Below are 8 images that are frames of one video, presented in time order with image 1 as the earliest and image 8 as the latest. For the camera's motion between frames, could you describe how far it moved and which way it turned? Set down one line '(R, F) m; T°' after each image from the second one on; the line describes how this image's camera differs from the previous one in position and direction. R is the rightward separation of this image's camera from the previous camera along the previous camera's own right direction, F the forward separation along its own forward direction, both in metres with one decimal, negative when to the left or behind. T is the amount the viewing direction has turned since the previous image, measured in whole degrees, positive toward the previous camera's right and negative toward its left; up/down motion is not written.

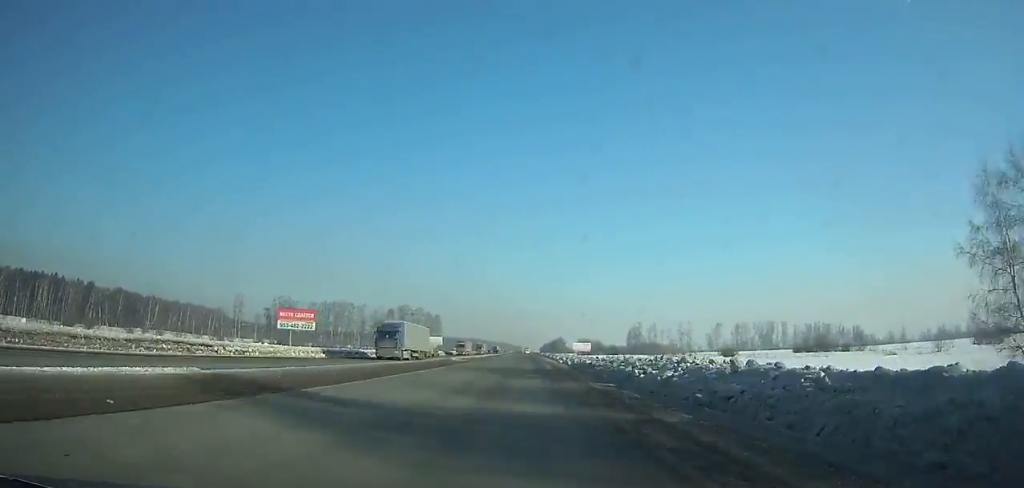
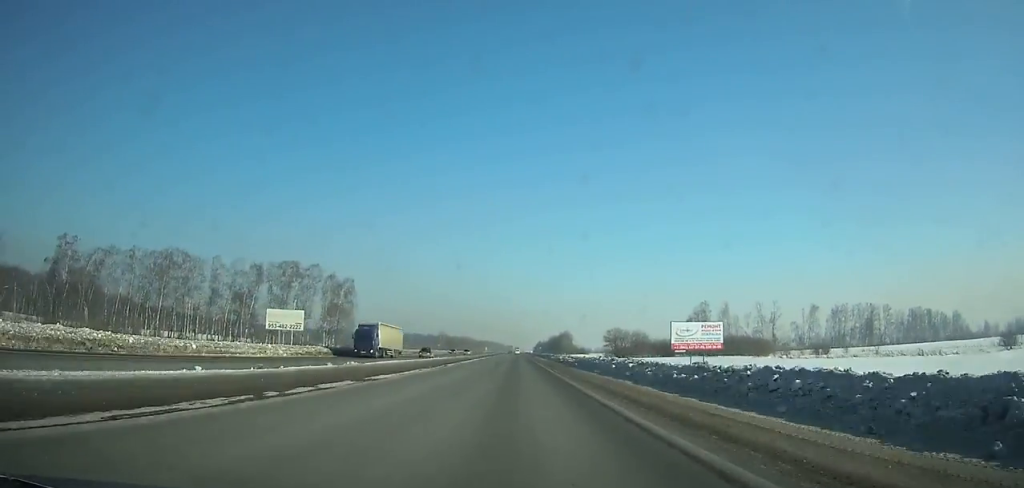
(+0.9, +141.2) m; 0°
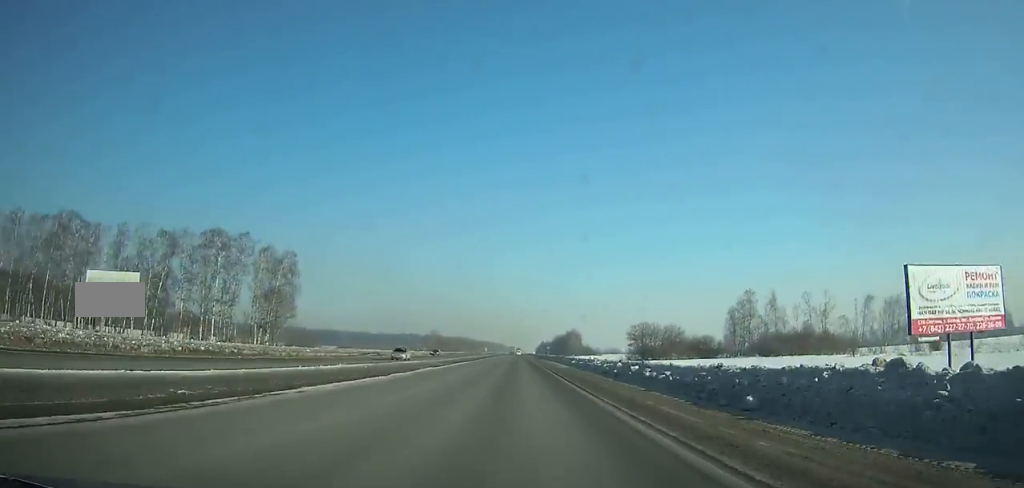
(-0.1, +40.3) m; 0°
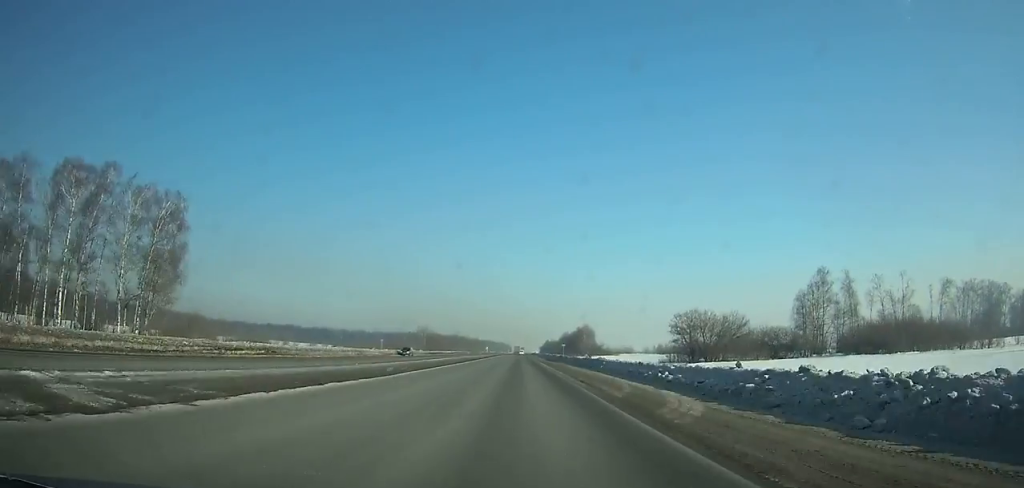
(-0.1, +42.7) m; 0°
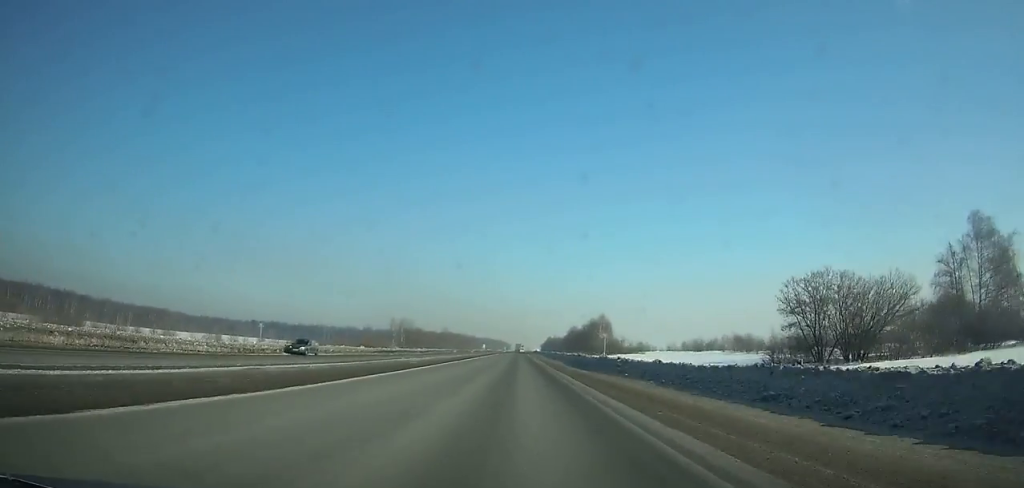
(-0.2, +50.0) m; 0°
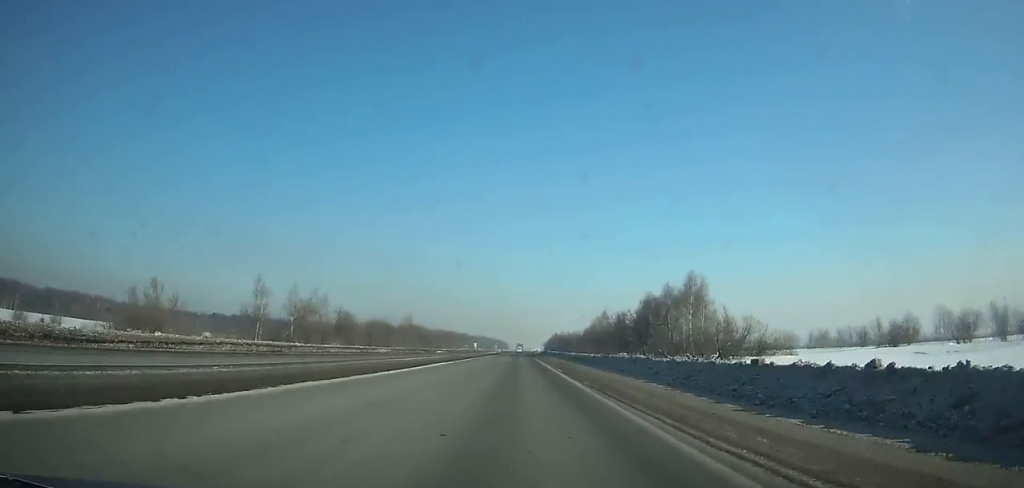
(+0.2, +106.7) m; 0°
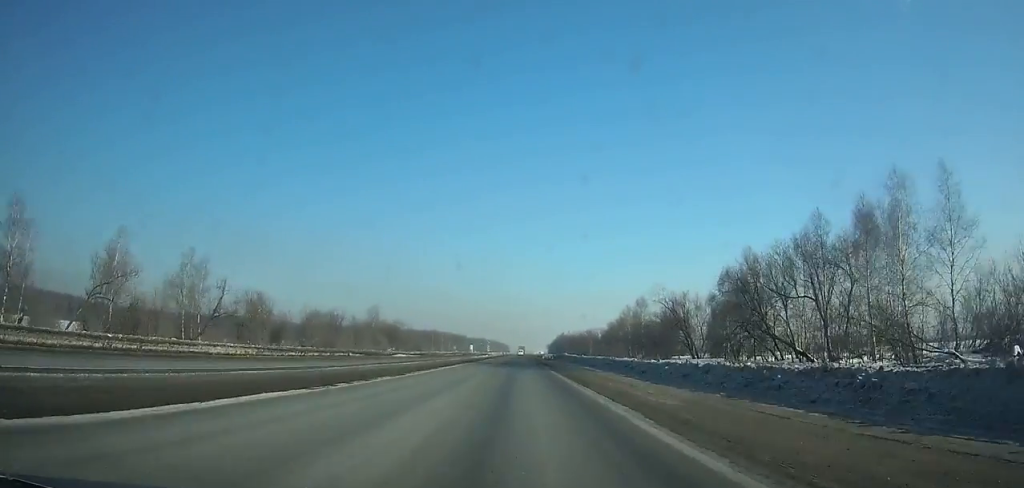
(-0.1, +54.0) m; 0°
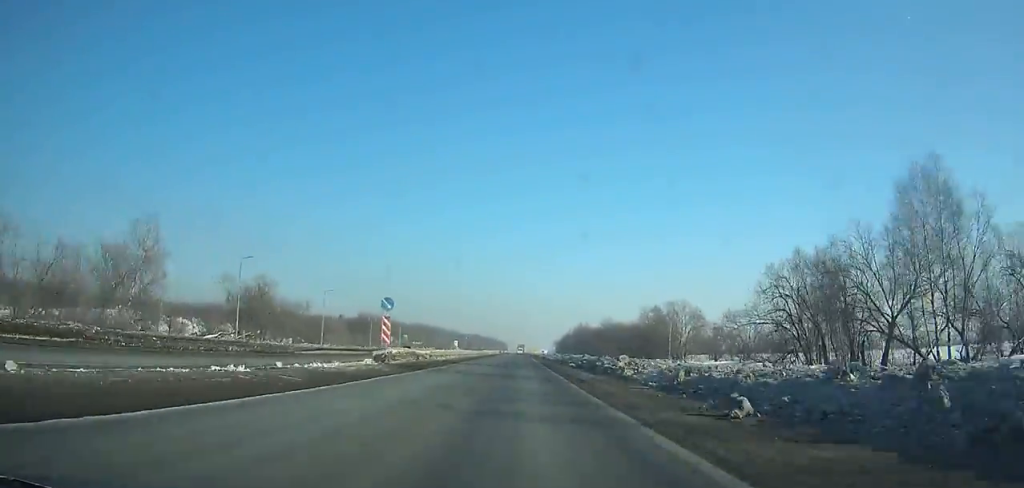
(+0.1, +109.9) m; 0°
